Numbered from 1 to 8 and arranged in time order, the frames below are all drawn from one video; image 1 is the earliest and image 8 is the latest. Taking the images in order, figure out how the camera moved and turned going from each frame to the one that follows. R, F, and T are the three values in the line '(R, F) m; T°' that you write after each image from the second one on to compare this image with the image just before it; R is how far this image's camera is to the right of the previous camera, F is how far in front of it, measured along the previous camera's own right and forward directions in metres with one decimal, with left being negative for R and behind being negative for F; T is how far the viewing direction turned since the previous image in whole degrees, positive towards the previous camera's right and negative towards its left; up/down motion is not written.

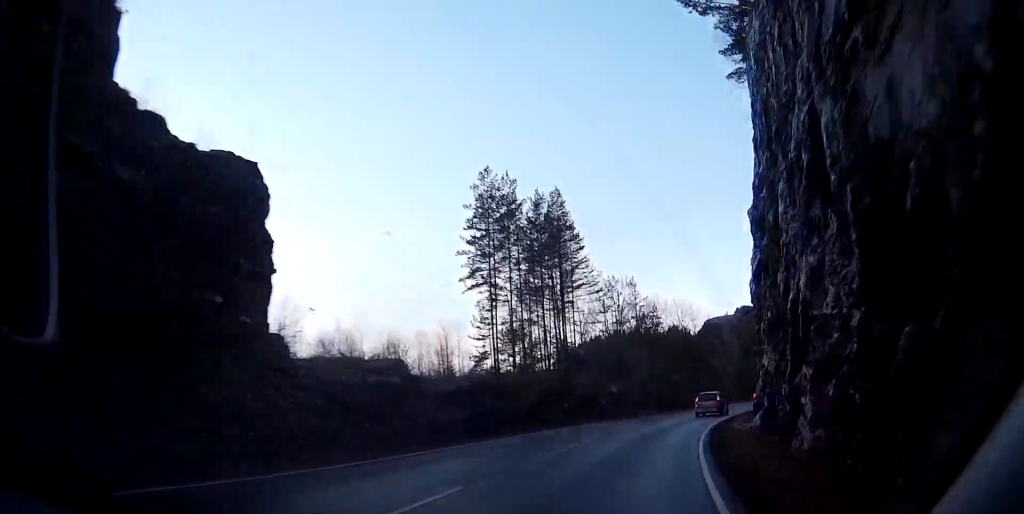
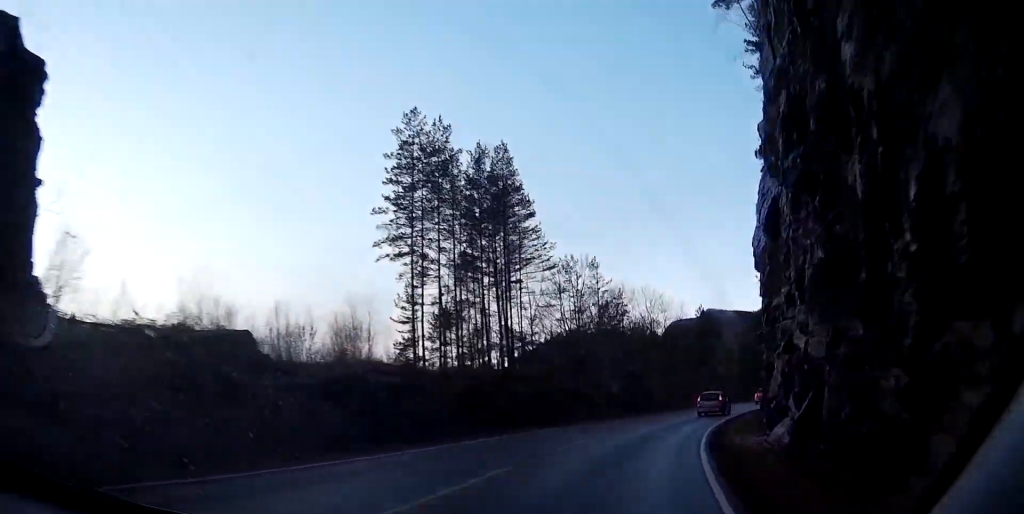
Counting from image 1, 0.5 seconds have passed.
(+0.4, +10.0) m; +3°
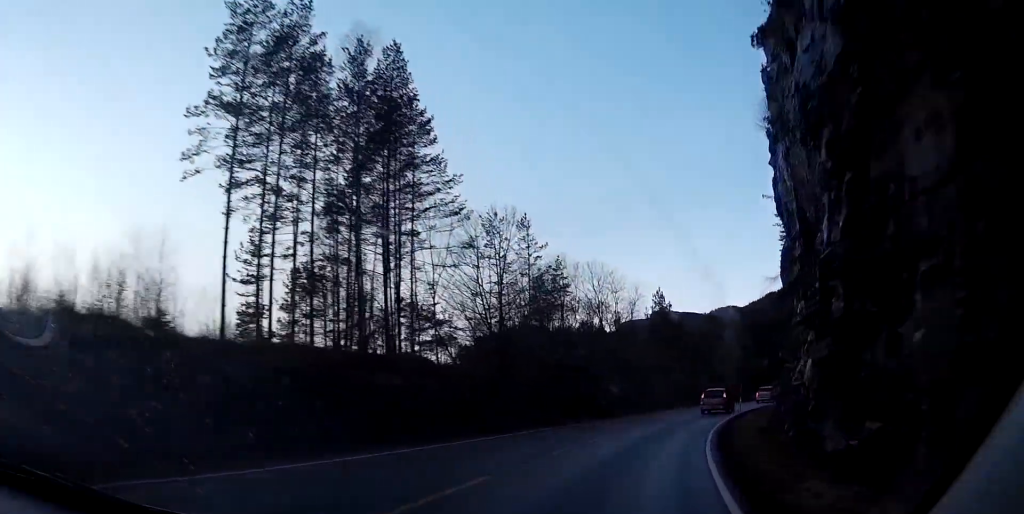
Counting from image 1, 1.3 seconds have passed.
(+0.1, +14.0) m; +2°
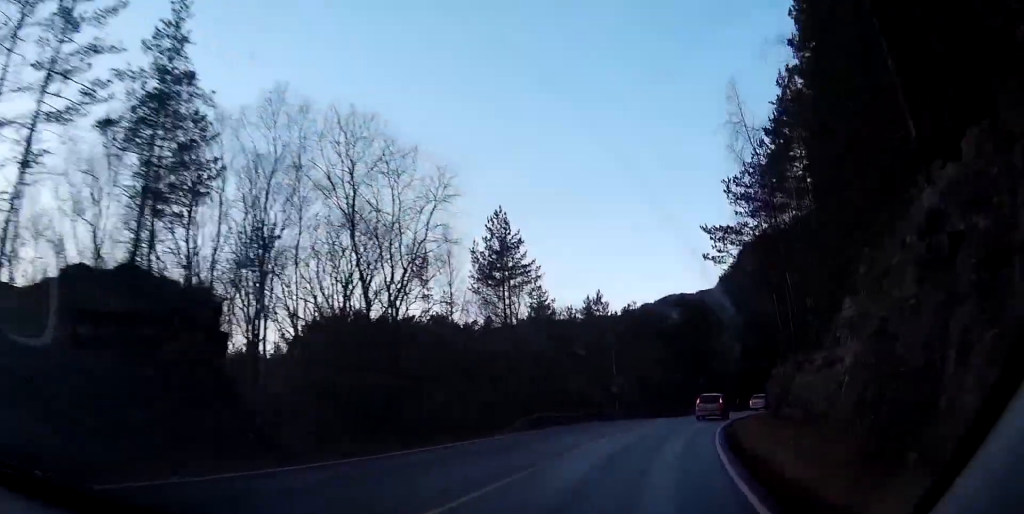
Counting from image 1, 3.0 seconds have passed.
(+2.3, +33.4) m; +9°
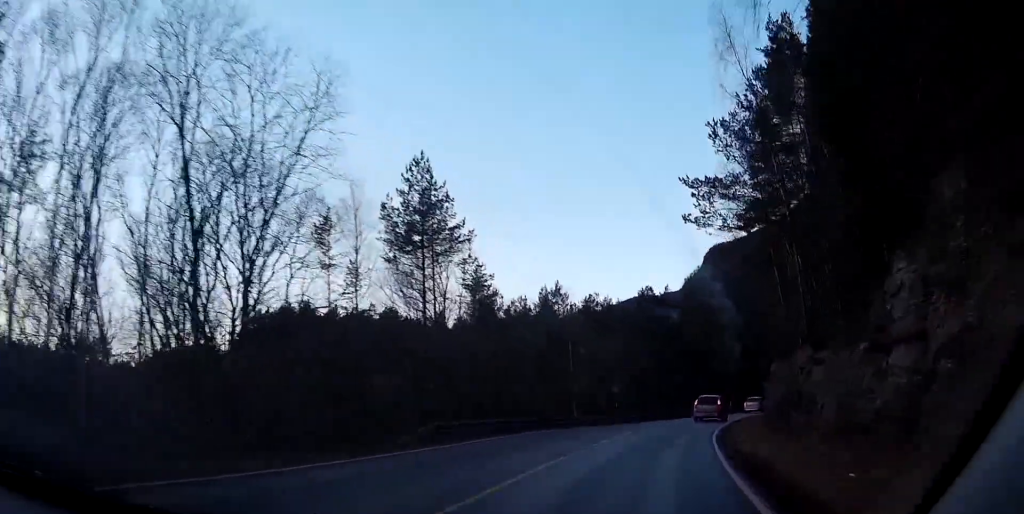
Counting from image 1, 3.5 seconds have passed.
(-0.1, +9.5) m; +3°
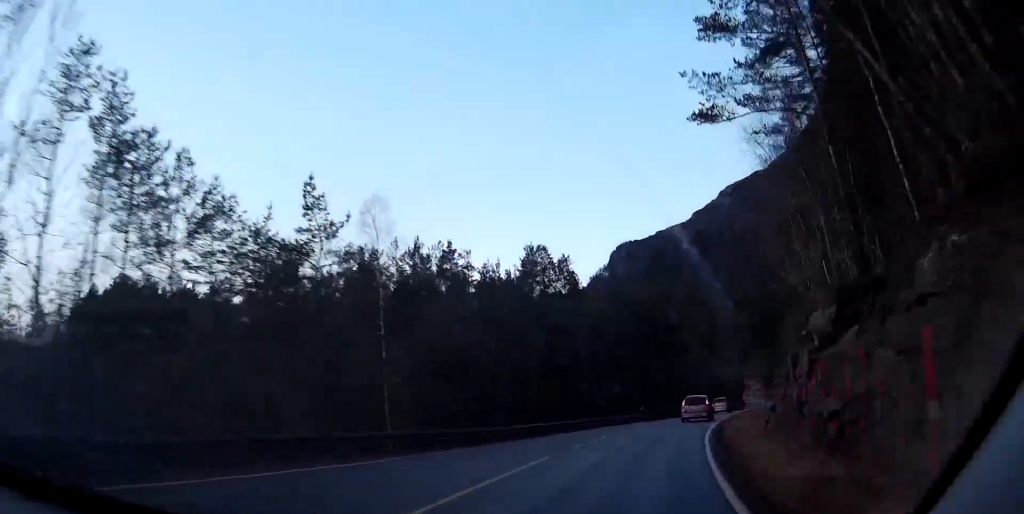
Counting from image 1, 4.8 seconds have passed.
(+2.1, +24.3) m; +9°
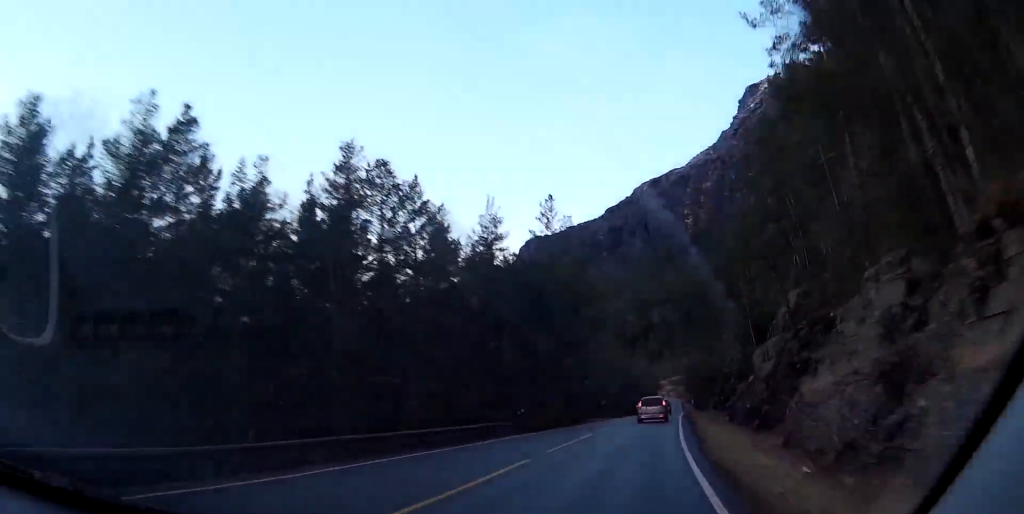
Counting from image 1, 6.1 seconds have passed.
(+2.1, +24.1) m; +8°
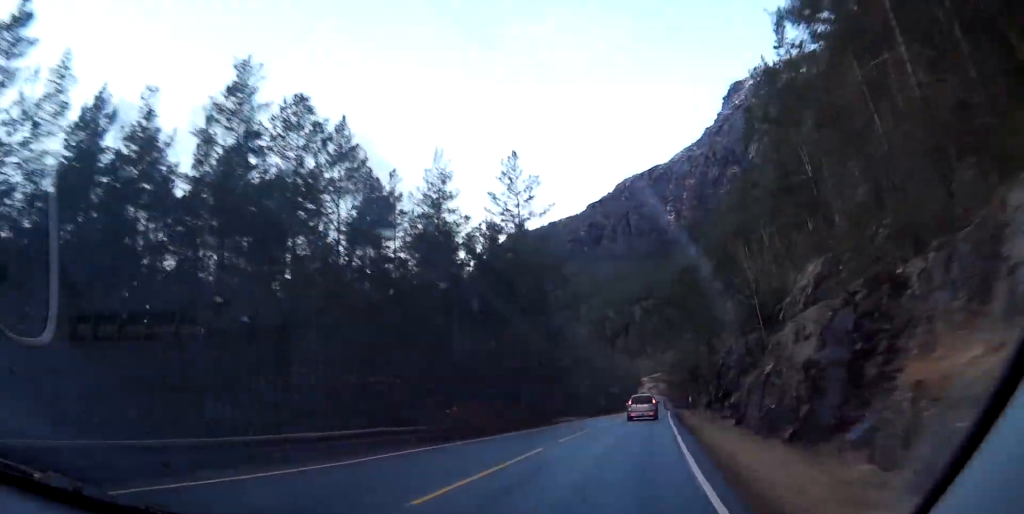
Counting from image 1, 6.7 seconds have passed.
(+0.3, +10.0) m; +2°
